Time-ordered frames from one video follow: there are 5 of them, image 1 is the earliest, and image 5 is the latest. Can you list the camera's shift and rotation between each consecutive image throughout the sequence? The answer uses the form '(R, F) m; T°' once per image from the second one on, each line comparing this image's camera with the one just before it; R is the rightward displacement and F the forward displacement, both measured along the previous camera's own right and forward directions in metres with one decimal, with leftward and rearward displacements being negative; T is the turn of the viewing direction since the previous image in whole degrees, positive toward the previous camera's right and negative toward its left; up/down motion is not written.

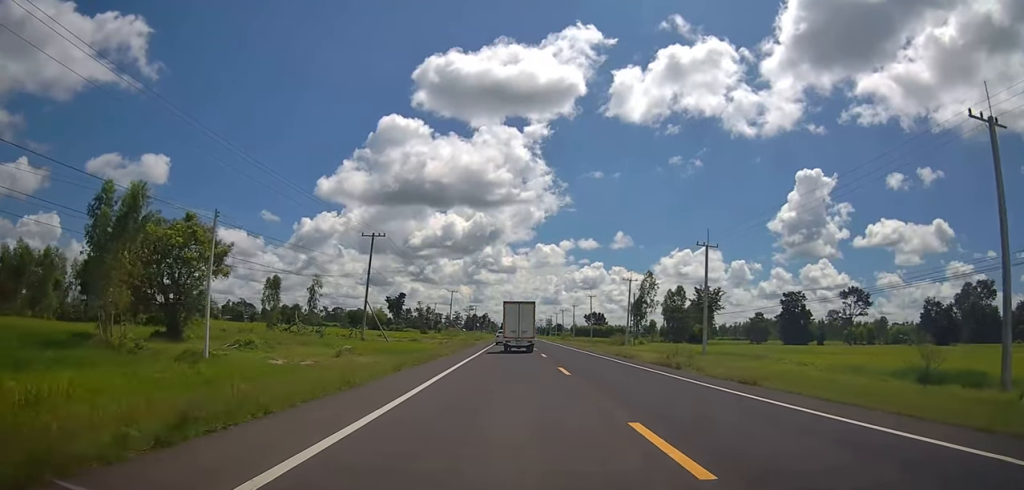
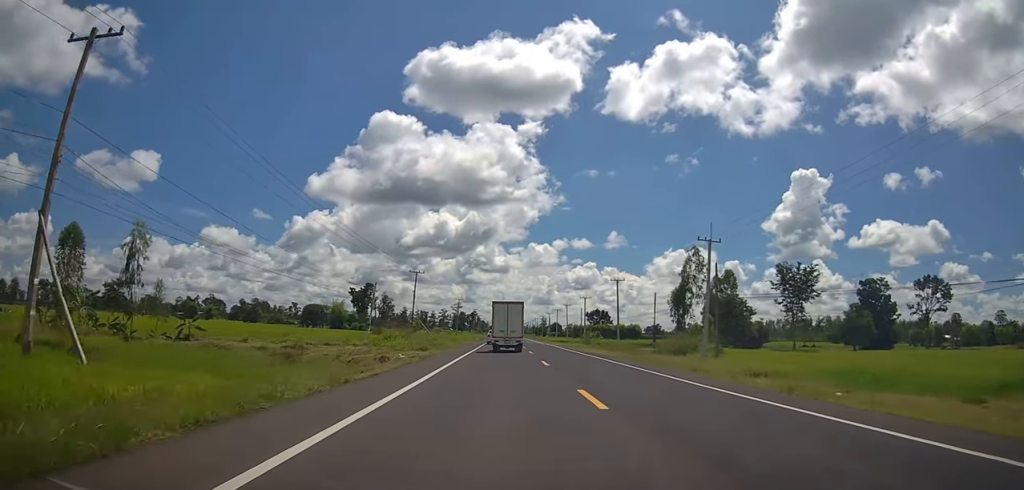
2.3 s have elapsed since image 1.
(-0.9, +43.6) m; 0°
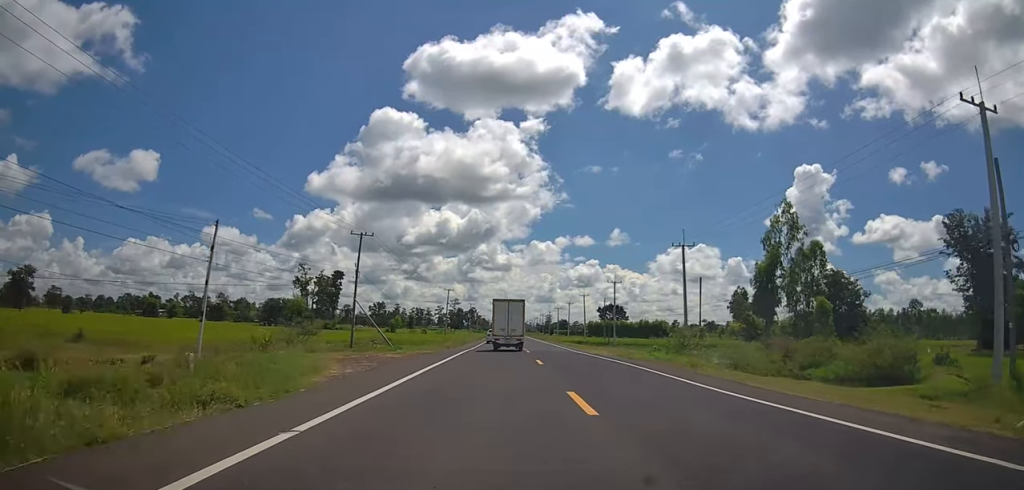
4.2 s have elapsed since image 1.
(+0.6, +37.1) m; -1°
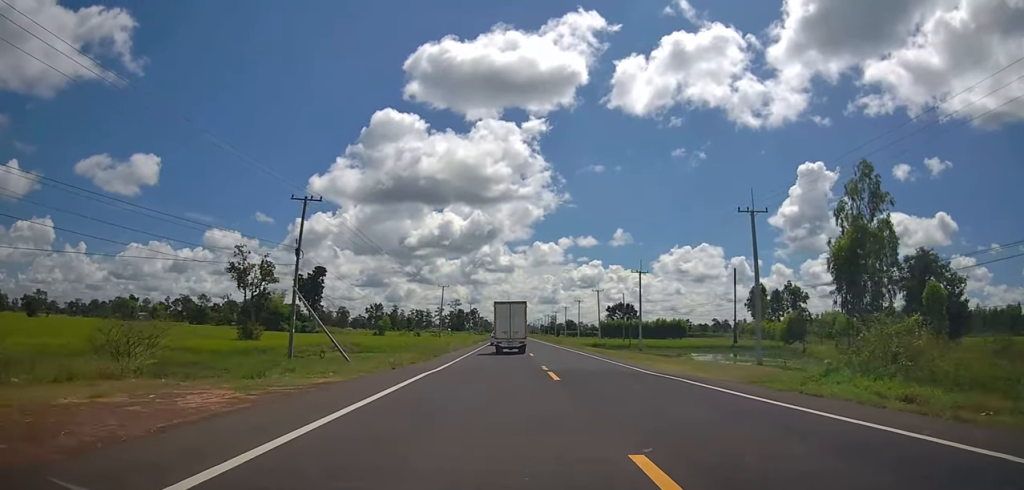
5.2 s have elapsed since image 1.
(-0.4, +17.7) m; -1°
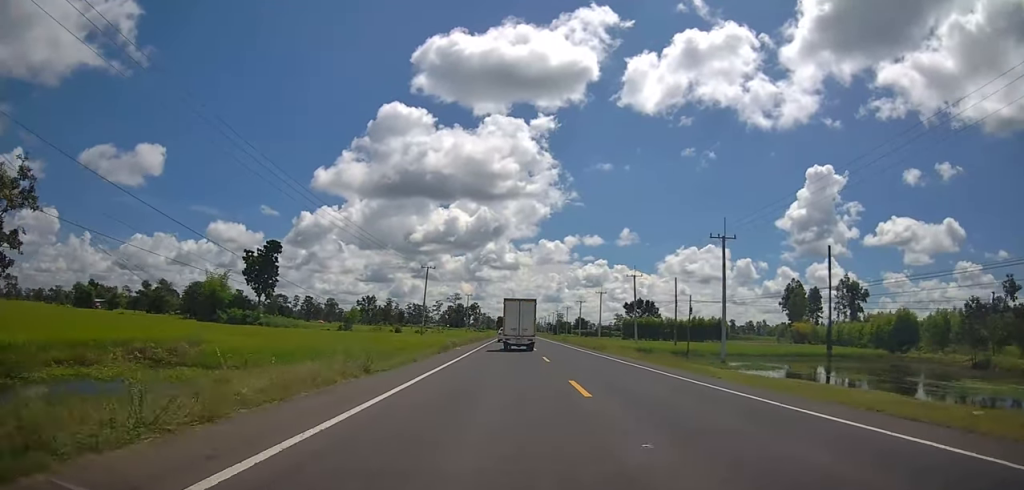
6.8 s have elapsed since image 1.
(+0.6, +31.7) m; +2°
